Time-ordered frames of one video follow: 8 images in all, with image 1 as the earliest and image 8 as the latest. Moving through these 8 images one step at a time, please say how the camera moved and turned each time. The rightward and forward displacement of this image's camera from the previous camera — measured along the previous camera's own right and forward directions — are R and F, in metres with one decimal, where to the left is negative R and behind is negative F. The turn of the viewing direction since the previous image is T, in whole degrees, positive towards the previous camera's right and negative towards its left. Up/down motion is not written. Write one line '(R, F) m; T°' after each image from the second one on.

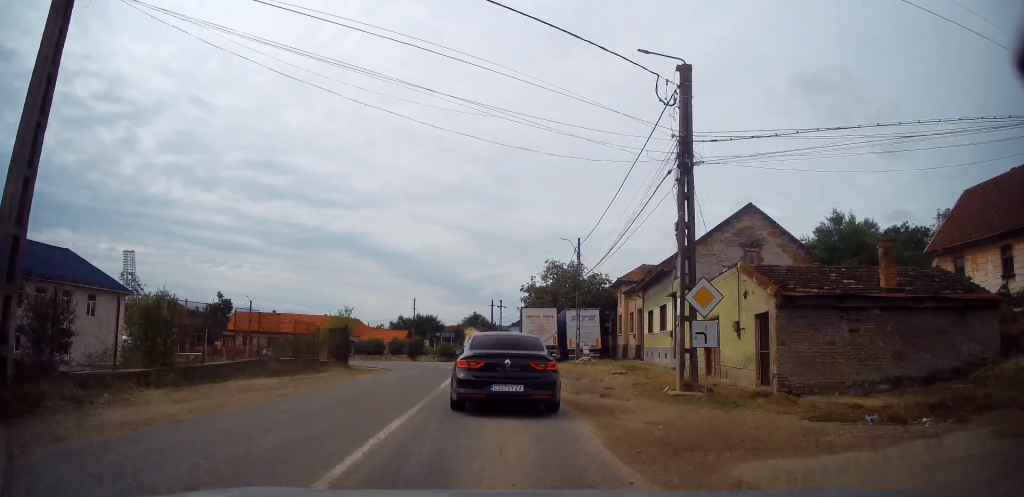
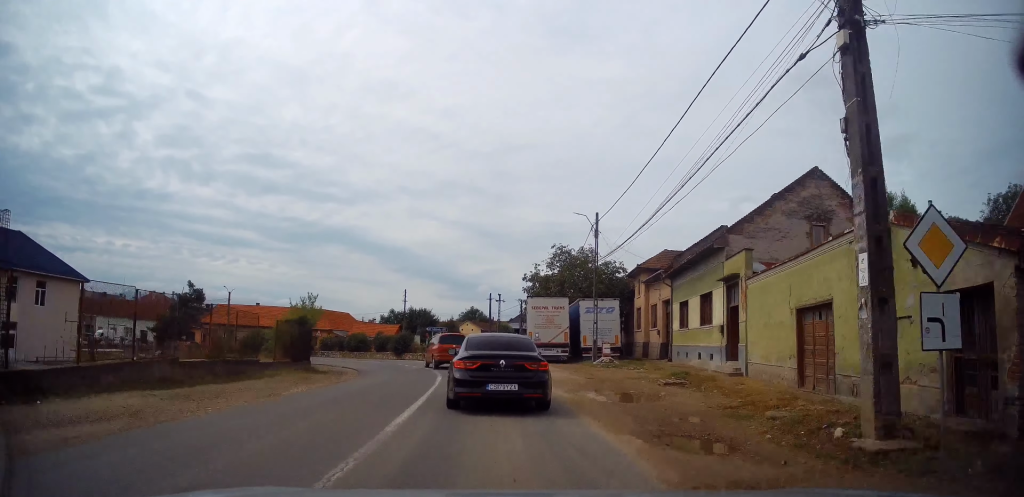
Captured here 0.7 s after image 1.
(0.0, +6.9) m; +1°
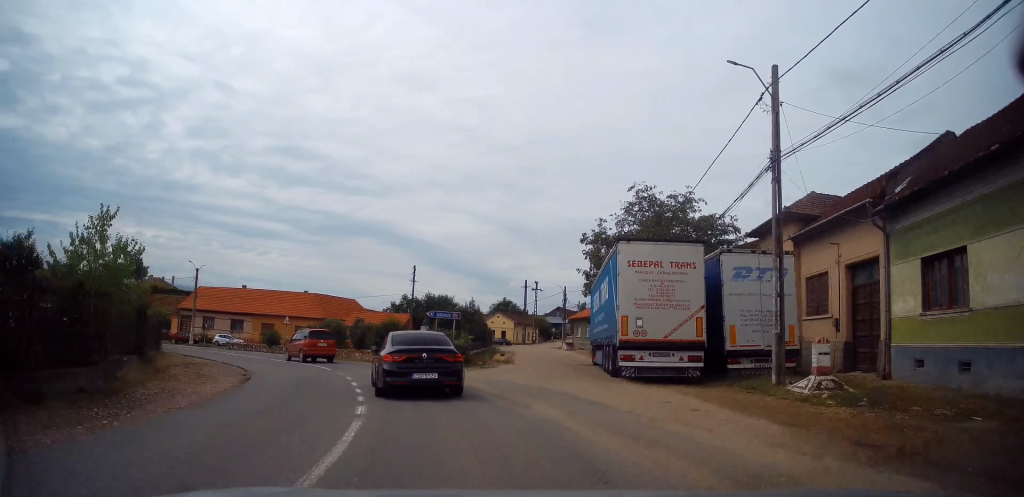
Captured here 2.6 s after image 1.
(+0.1, +17.9) m; -4°
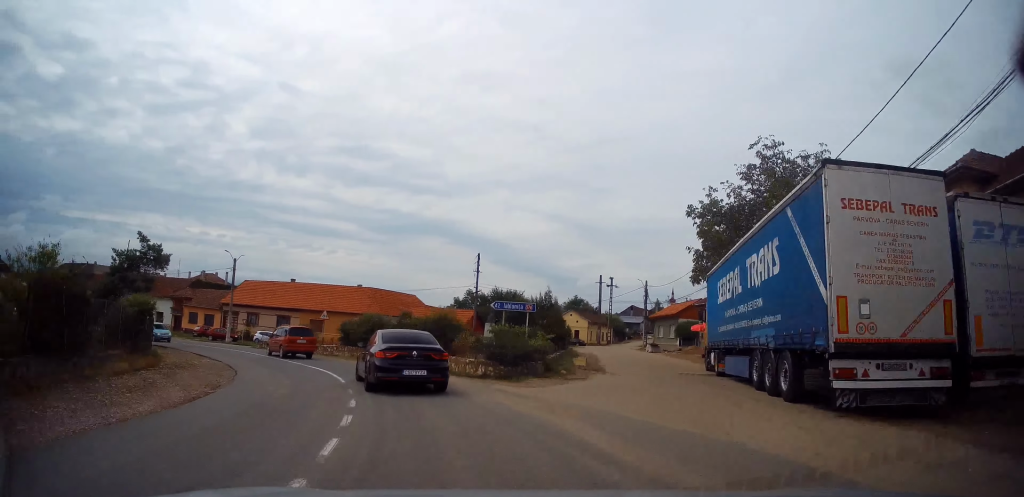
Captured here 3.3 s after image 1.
(-0.2, +7.3) m; -7°
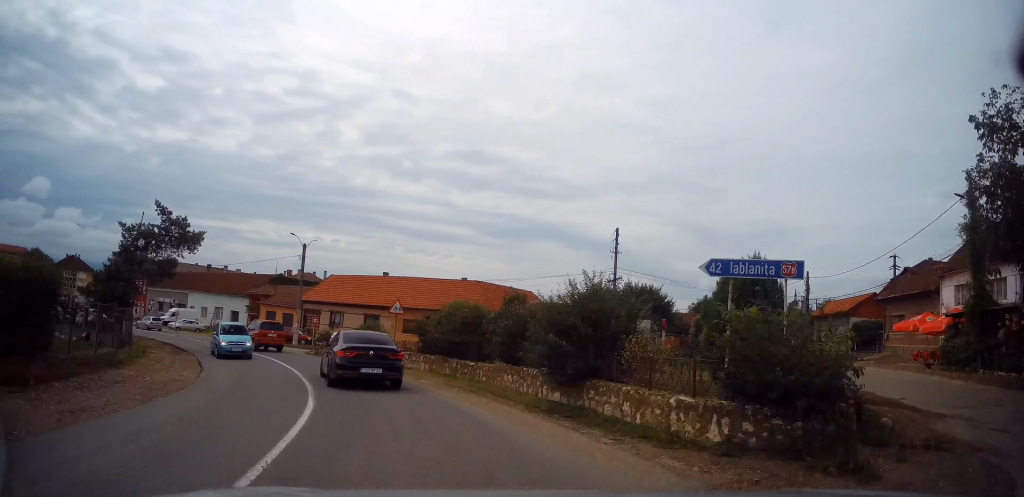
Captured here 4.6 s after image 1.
(-1.5, +12.2) m; -12°
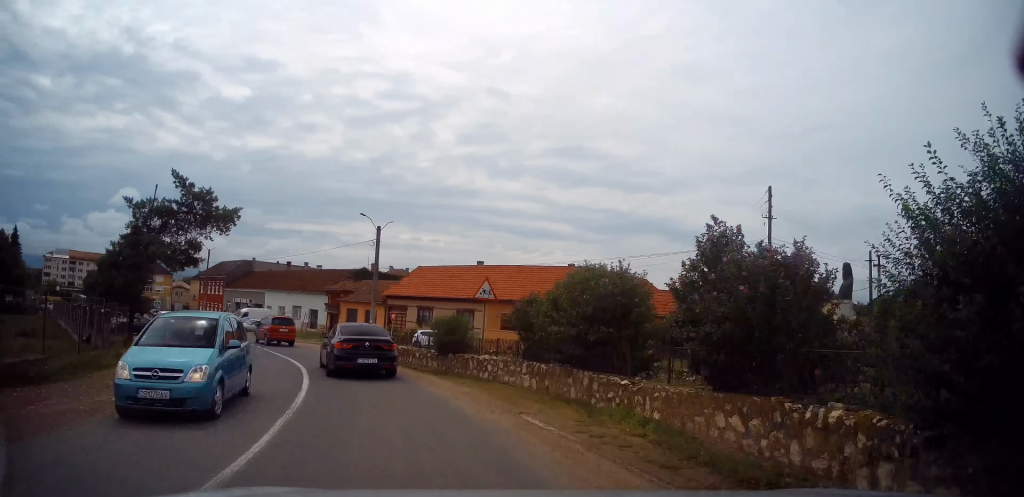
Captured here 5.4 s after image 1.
(-0.4, +8.1) m; -10°
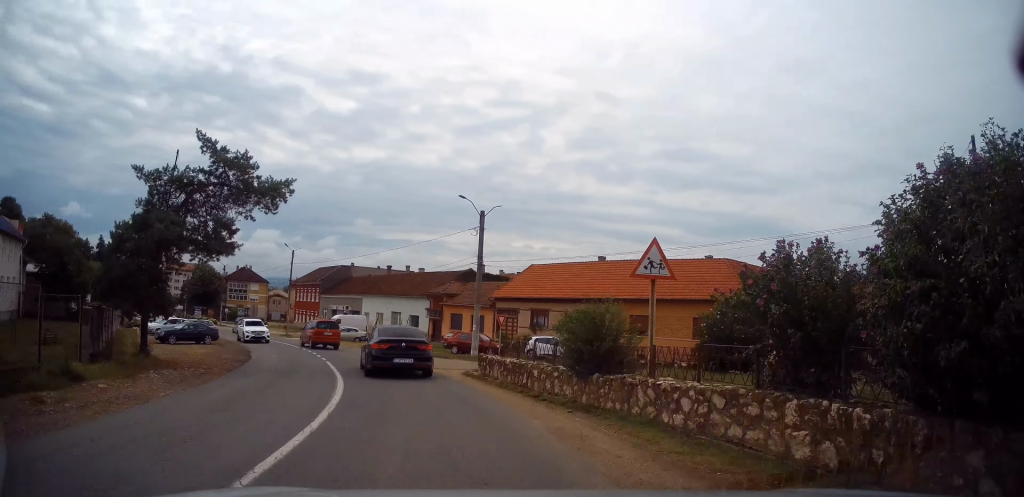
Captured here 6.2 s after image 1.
(-0.4, +7.3) m; -12°
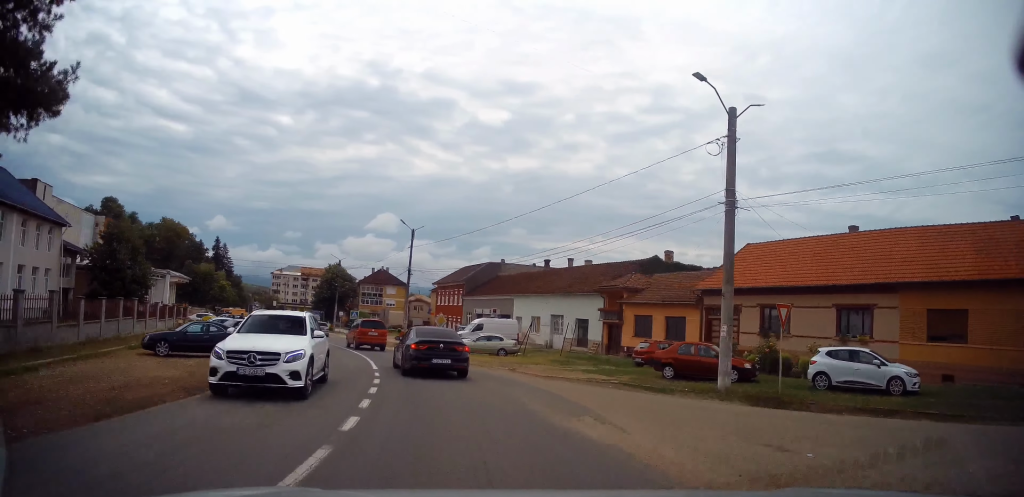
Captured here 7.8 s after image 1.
(-3.3, +16.3) m; -17°
